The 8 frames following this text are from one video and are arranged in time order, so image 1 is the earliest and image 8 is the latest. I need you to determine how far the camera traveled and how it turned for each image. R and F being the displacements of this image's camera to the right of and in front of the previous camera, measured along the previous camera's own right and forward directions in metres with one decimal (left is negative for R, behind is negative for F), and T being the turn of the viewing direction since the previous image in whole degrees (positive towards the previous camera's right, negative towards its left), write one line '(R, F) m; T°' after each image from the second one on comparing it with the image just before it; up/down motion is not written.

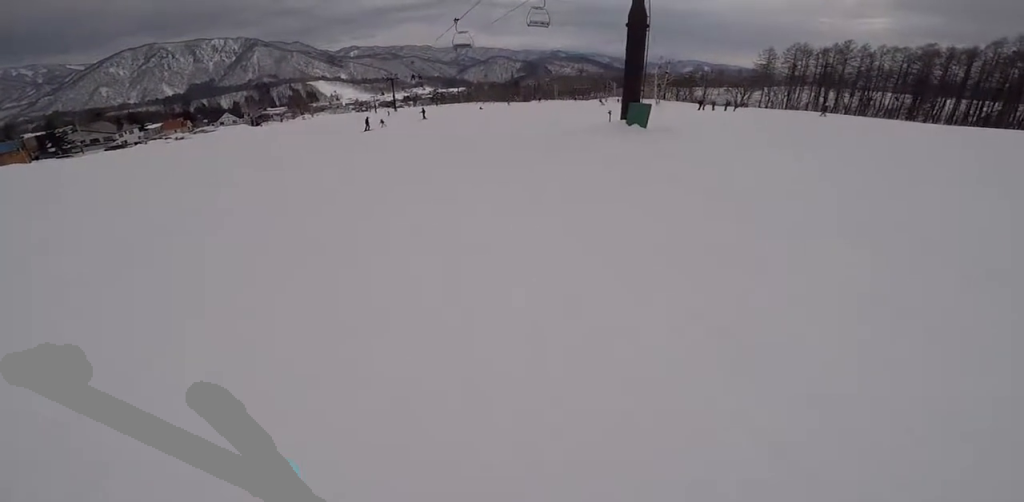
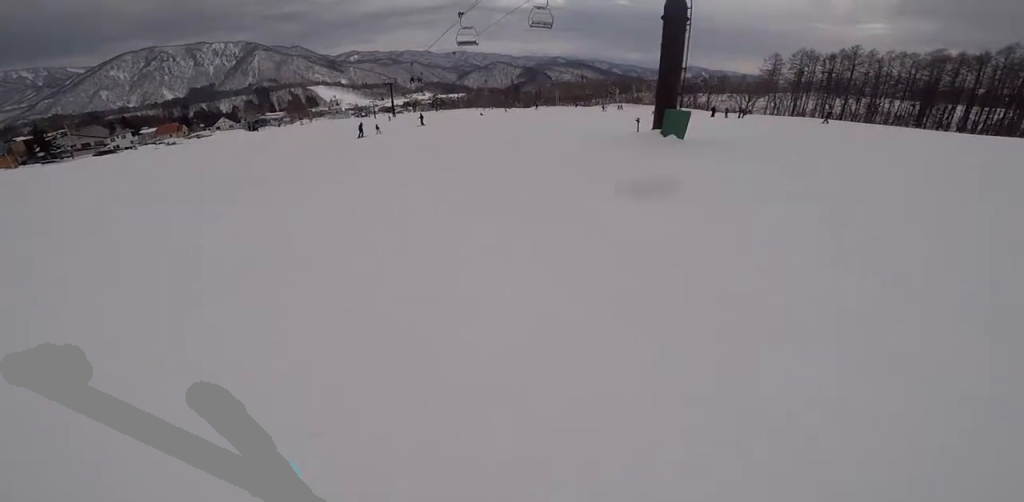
(-0.1, +3.3) m; 0°
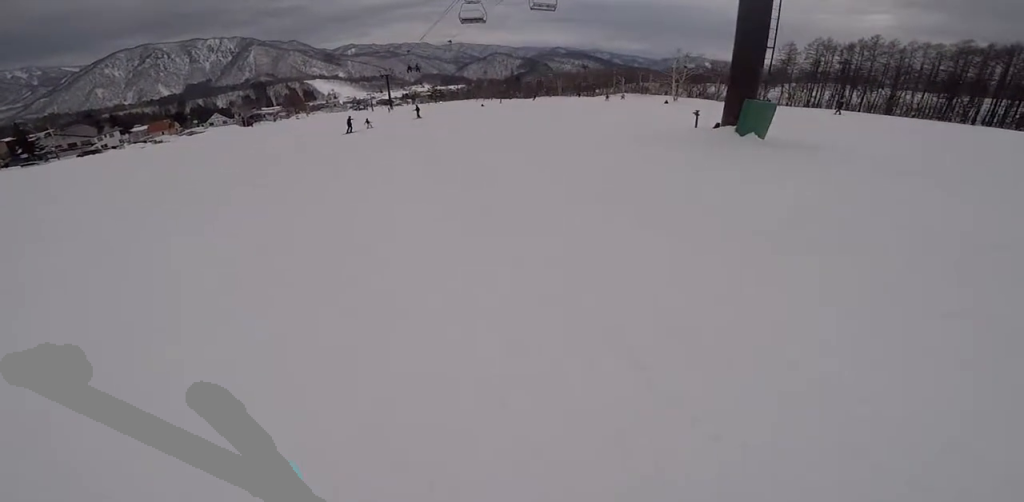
(+0.4, +4.4) m; 0°
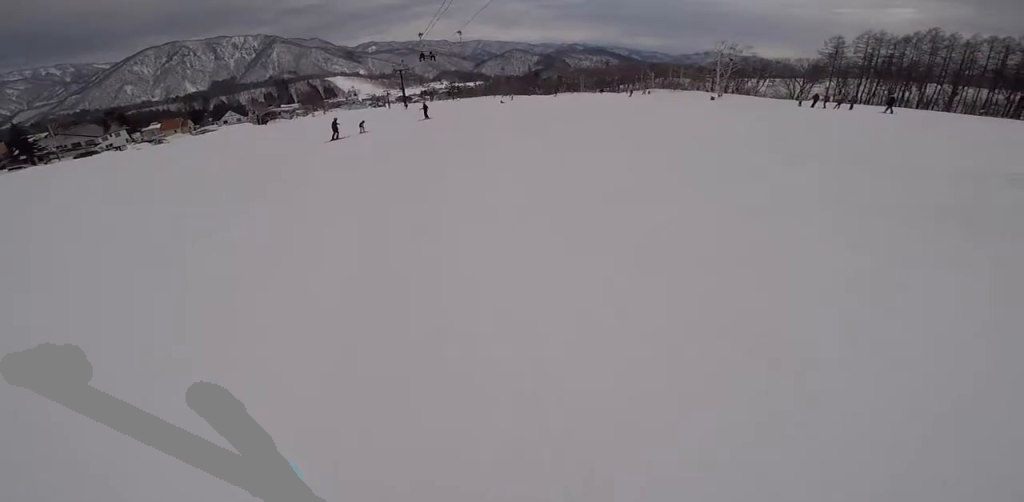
(-0.3, +8.8) m; +1°
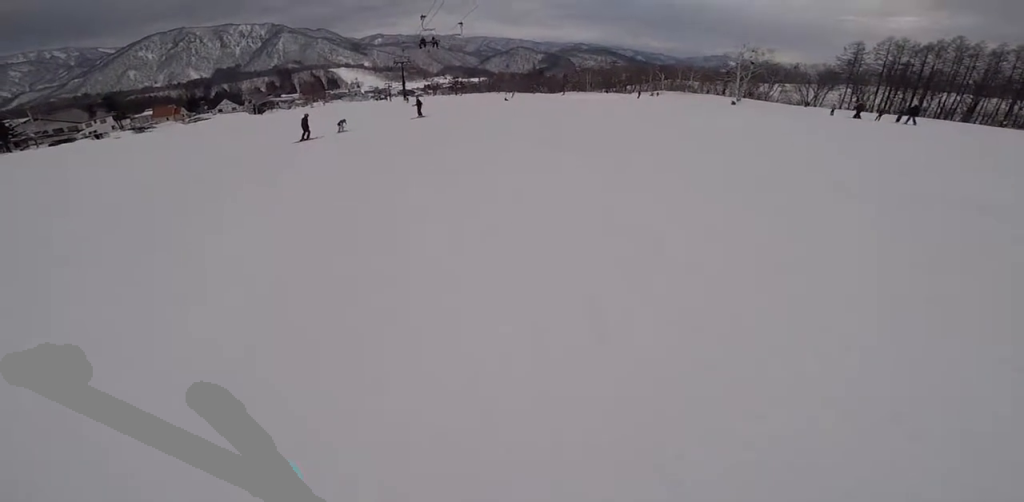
(+0.2, +5.1) m; 0°
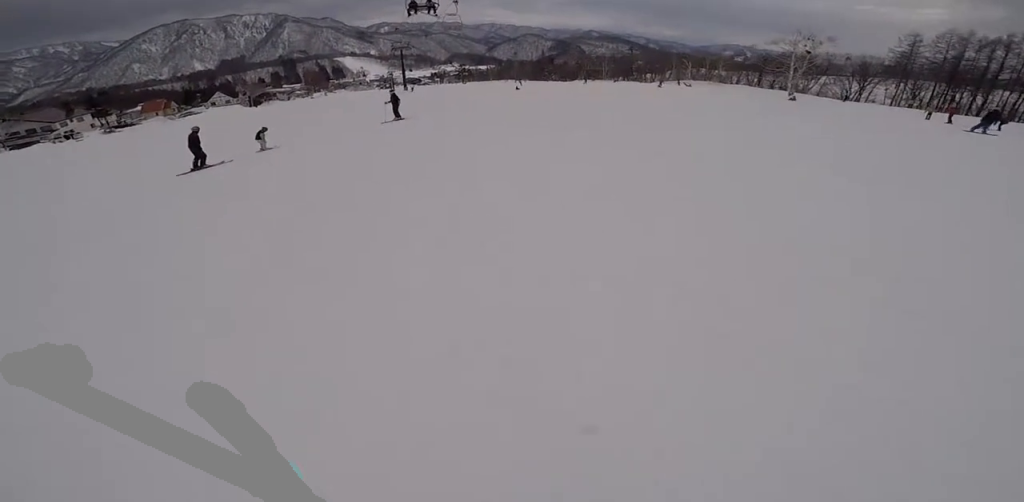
(-0.1, +8.9) m; -5°
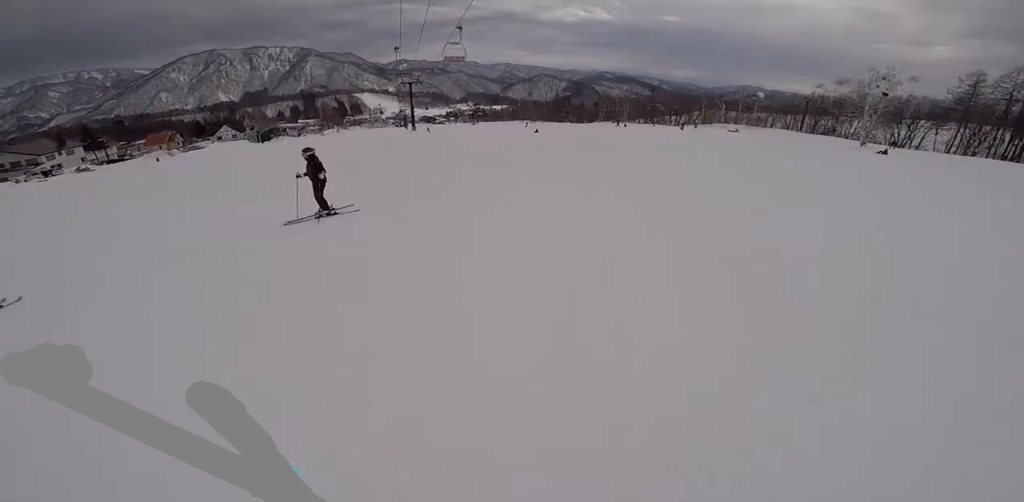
(-0.6, +10.9) m; -3°
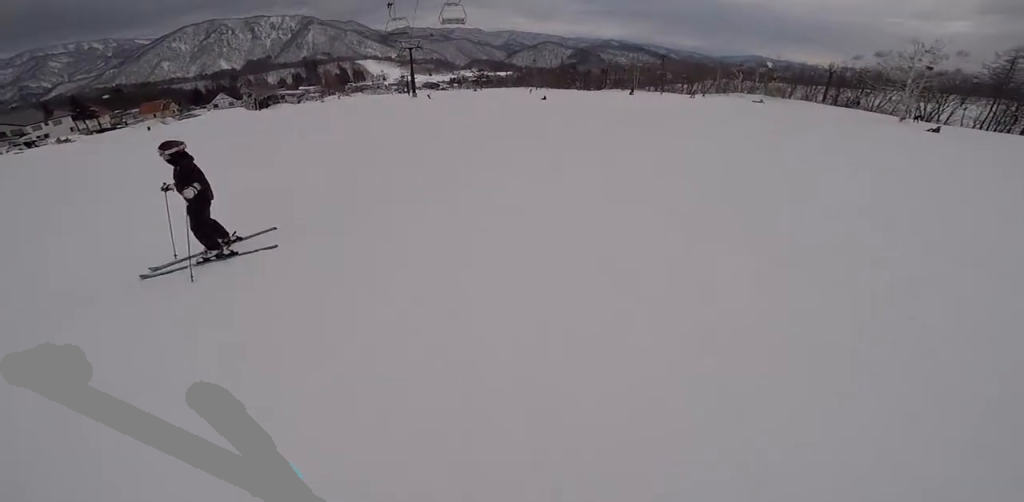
(0.0, +4.2) m; 0°
